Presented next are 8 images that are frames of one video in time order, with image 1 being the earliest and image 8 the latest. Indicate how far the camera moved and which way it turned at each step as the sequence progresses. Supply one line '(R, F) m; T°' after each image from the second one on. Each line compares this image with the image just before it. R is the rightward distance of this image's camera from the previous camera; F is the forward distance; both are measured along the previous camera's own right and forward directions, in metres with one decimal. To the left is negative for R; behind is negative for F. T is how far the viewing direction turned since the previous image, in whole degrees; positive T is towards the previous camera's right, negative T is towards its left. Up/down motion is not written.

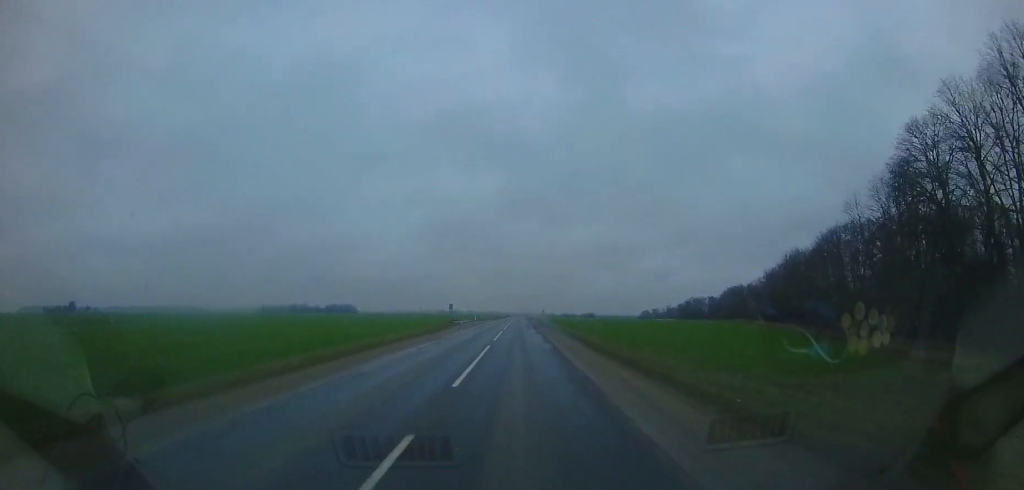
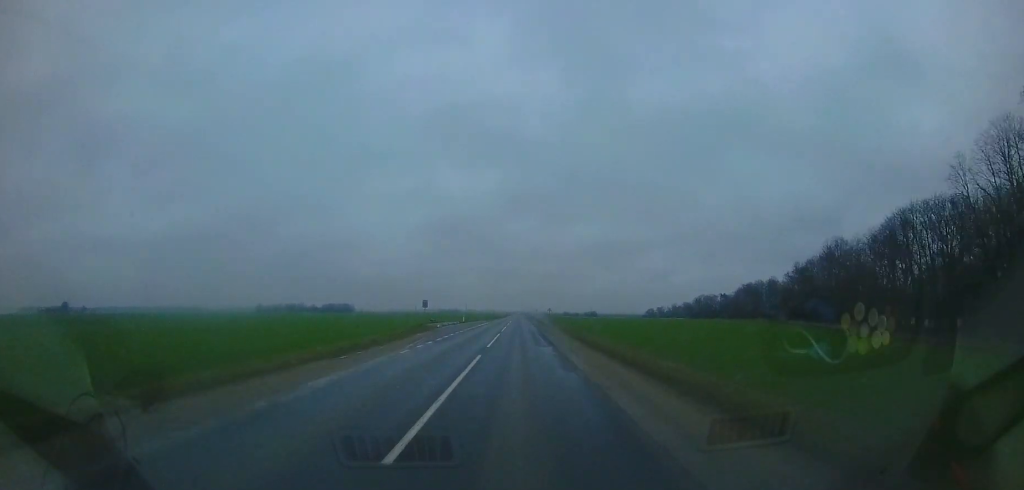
(+0.1, +16.0) m; 0°
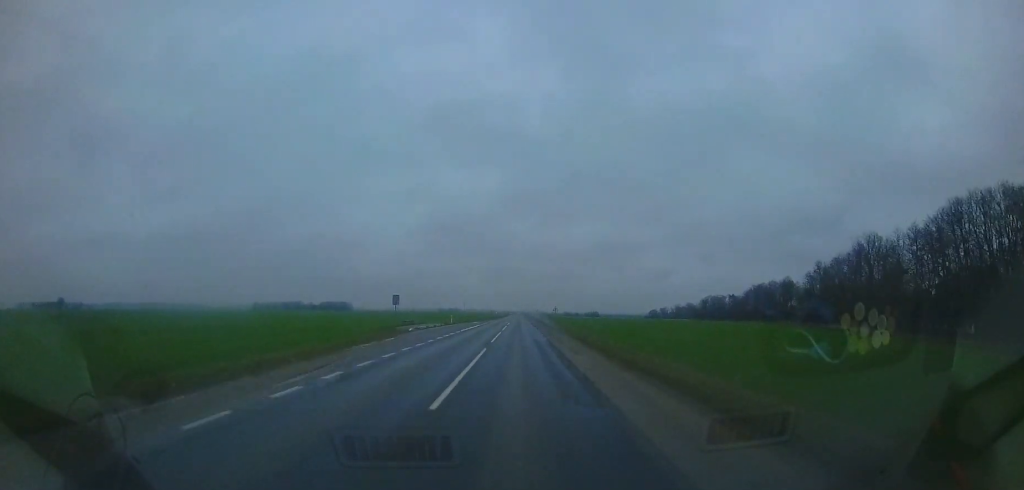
(+0.1, +10.1) m; 0°
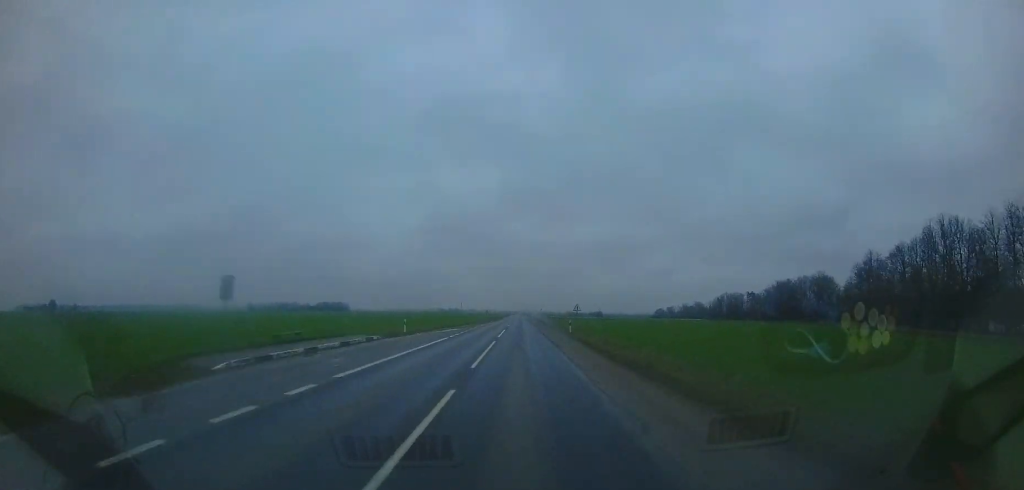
(-0.3, +20.0) m; -1°
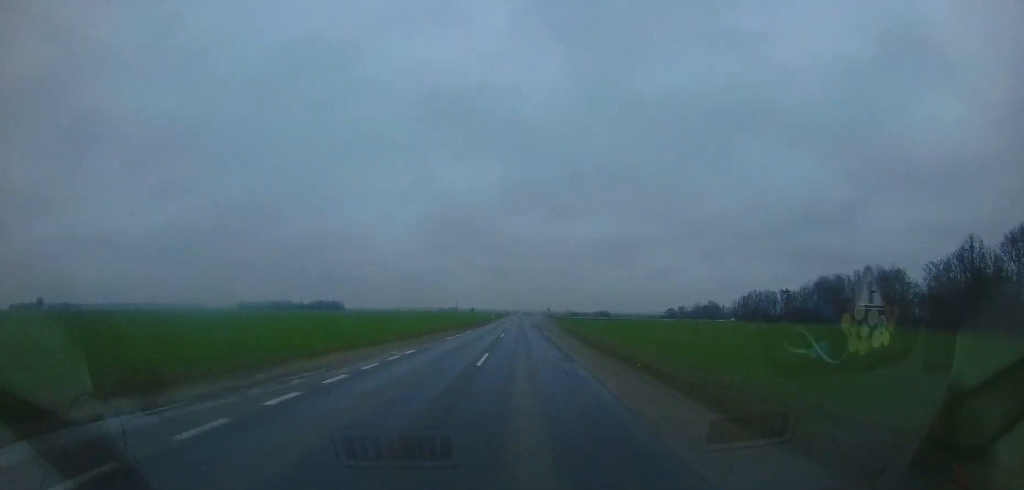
(-0.2, +30.1) m; 0°
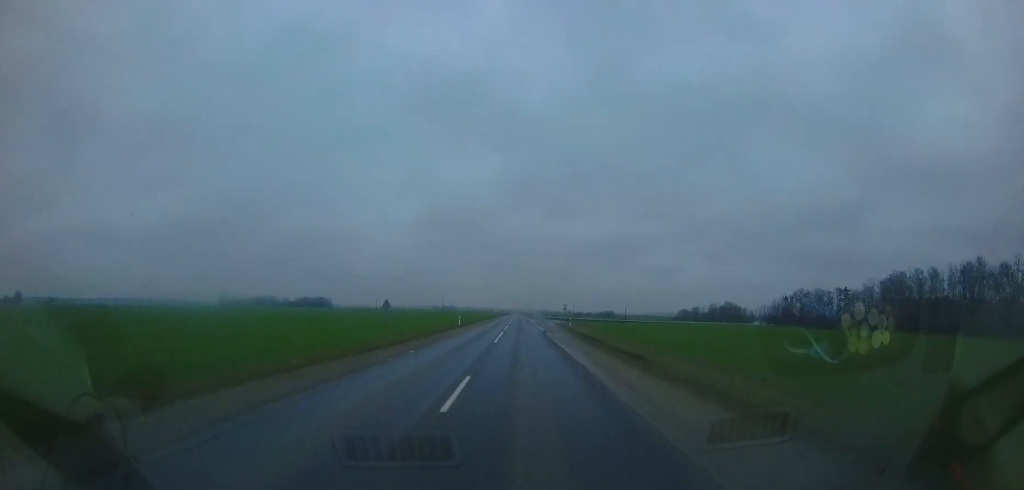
(+0.2, +41.1) m; +2°
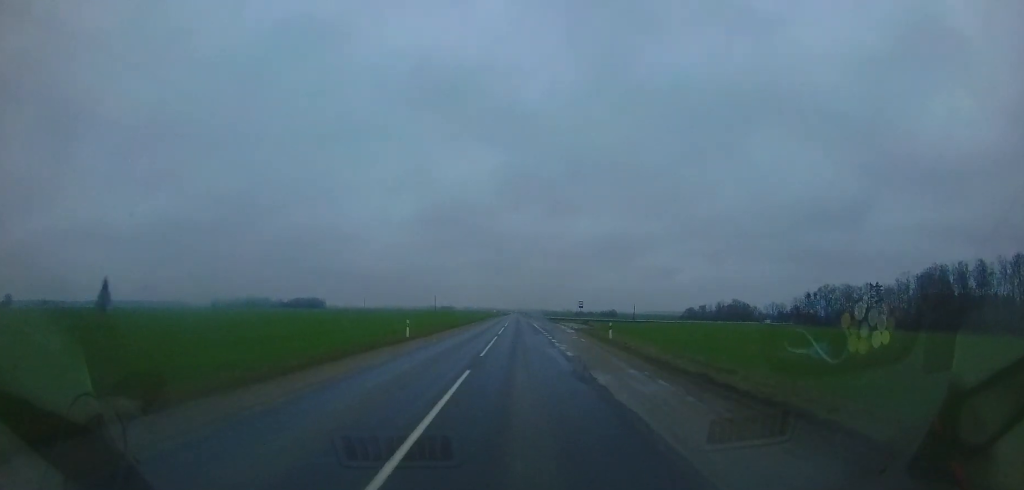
(+0.4, +18.0) m; +1°
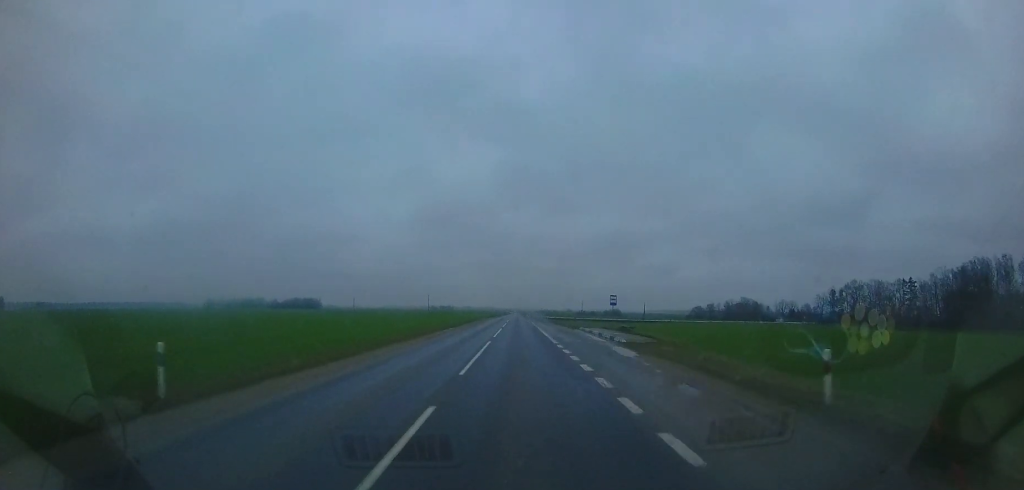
(-0.2, +16.0) m; 0°
